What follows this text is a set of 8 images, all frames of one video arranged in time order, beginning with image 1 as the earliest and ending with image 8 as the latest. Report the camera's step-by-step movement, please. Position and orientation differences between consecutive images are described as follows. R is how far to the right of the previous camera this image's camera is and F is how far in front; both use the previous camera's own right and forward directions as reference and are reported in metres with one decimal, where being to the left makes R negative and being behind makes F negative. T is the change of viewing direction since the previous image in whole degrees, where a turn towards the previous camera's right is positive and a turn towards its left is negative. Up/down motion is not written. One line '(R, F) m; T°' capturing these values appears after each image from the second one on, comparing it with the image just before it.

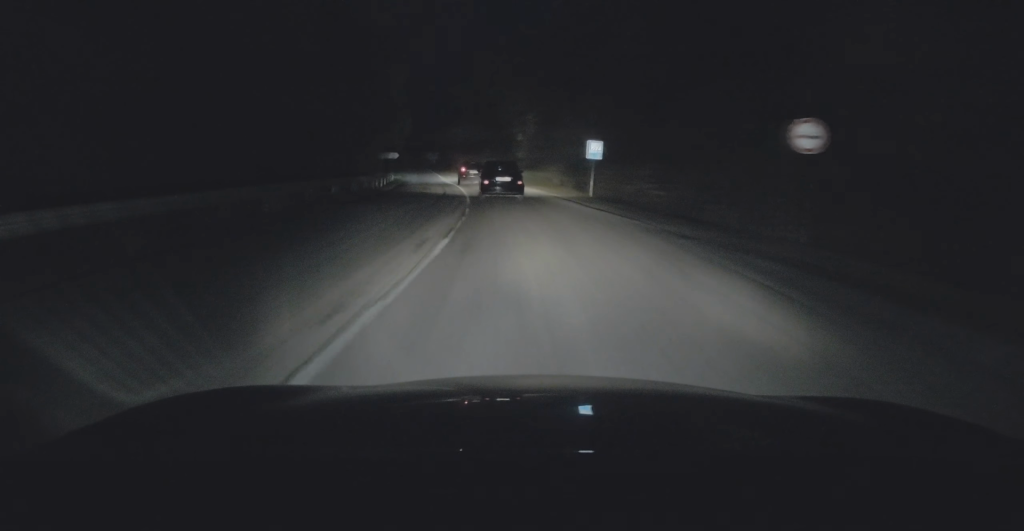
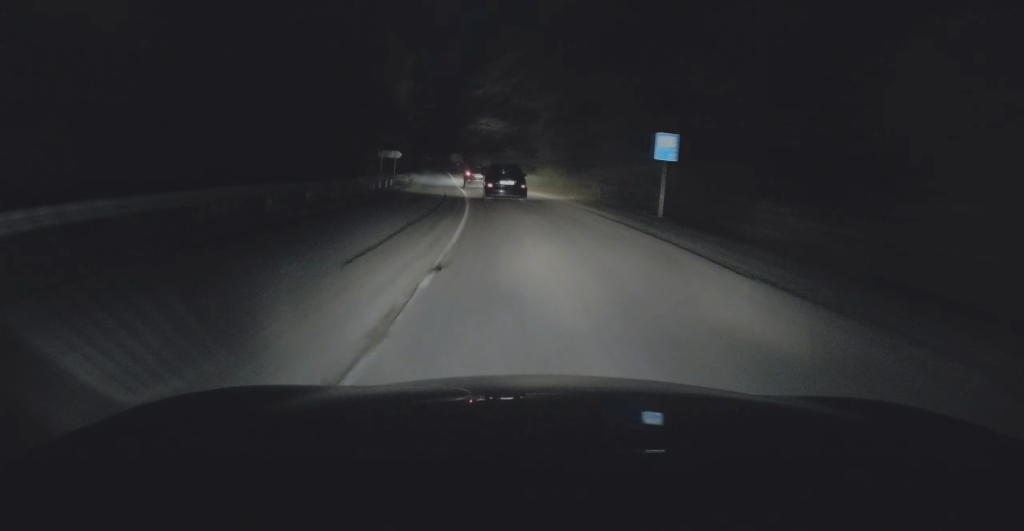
(-0.3, +11.6) m; -4°
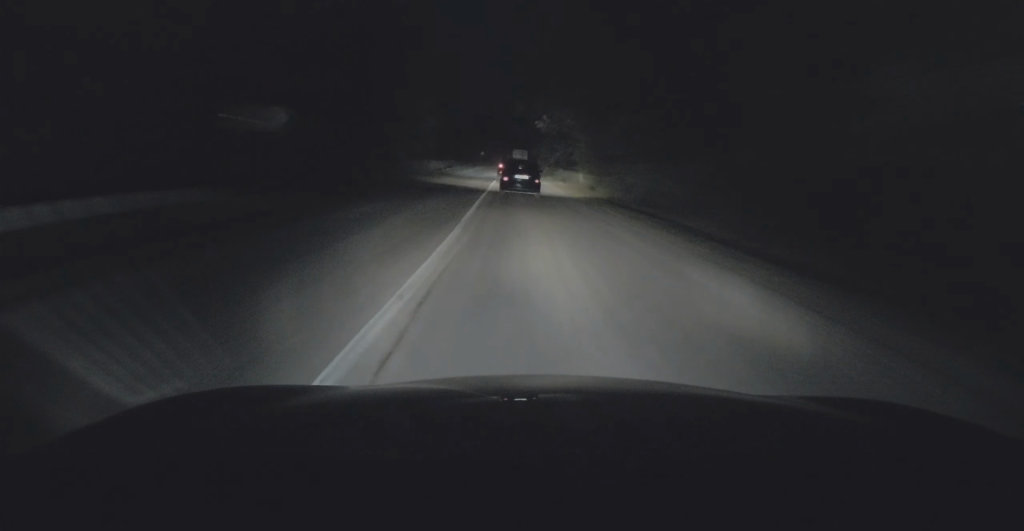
(-1.9, +36.1) m; -4°
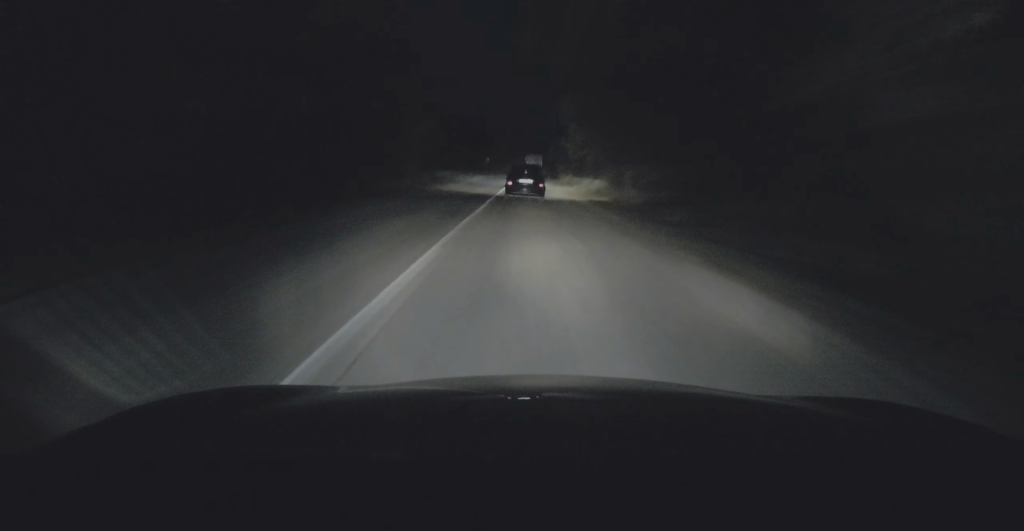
(-0.2, +23.1) m; 0°
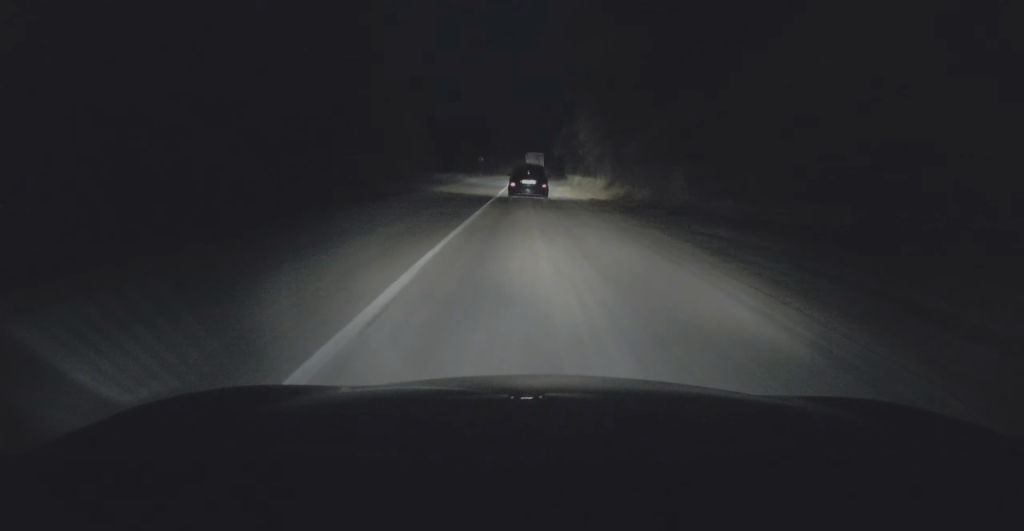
(+0.1, +14.9) m; 0°
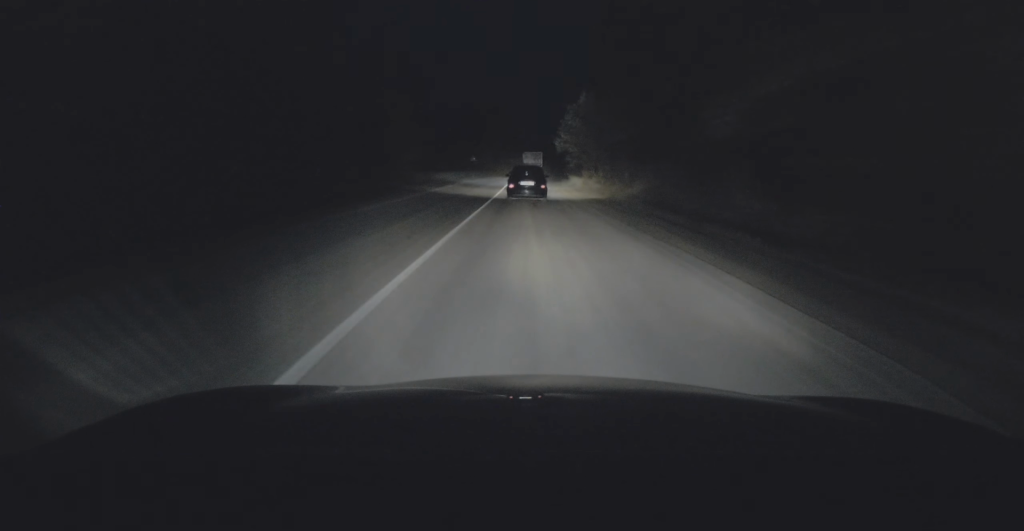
(-0.1, +10.2) m; 0°
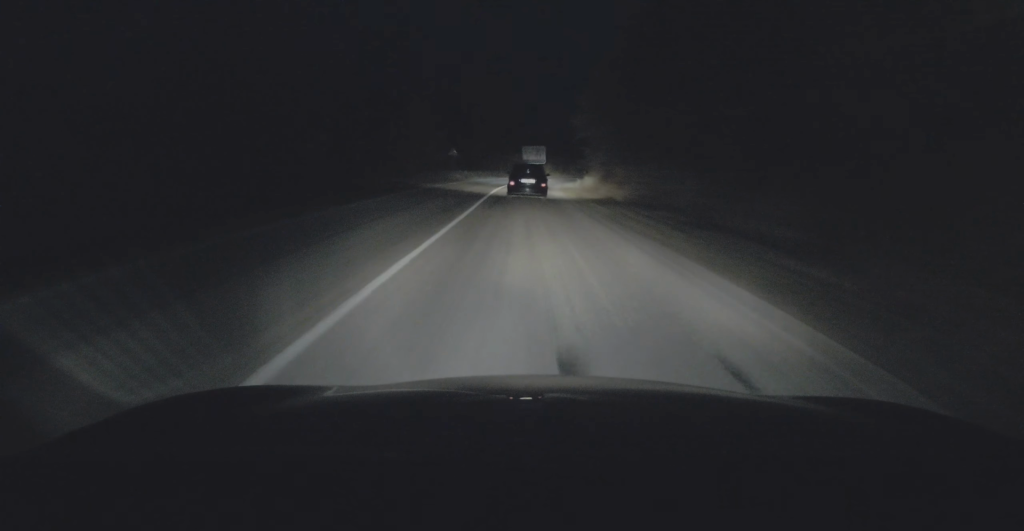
(+0.1, +21.5) m; +1°
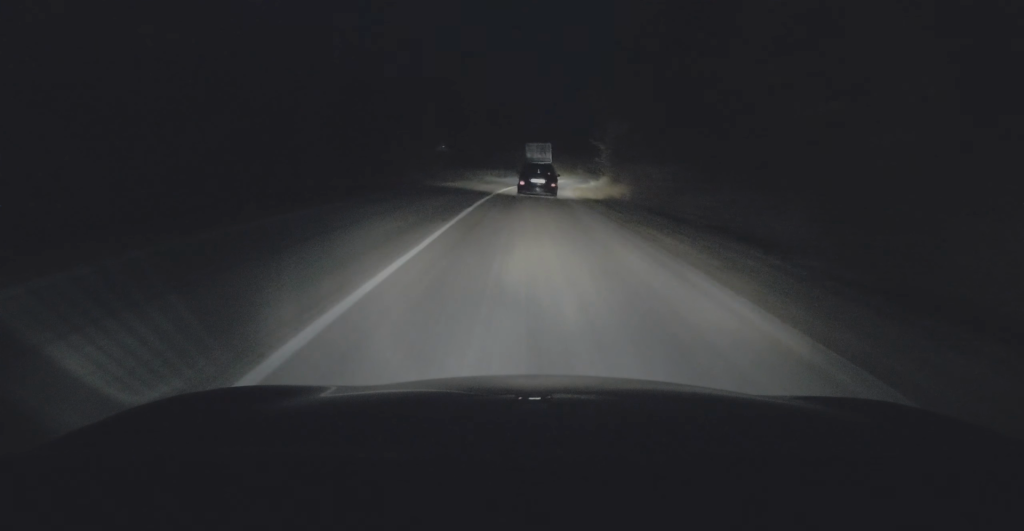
(+0.1, +11.3) m; 0°
